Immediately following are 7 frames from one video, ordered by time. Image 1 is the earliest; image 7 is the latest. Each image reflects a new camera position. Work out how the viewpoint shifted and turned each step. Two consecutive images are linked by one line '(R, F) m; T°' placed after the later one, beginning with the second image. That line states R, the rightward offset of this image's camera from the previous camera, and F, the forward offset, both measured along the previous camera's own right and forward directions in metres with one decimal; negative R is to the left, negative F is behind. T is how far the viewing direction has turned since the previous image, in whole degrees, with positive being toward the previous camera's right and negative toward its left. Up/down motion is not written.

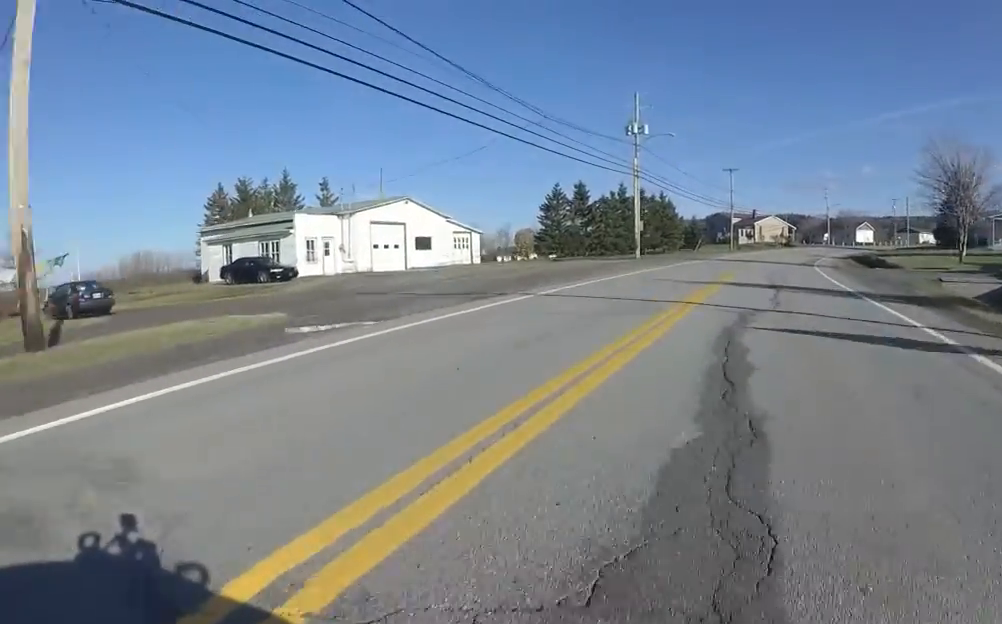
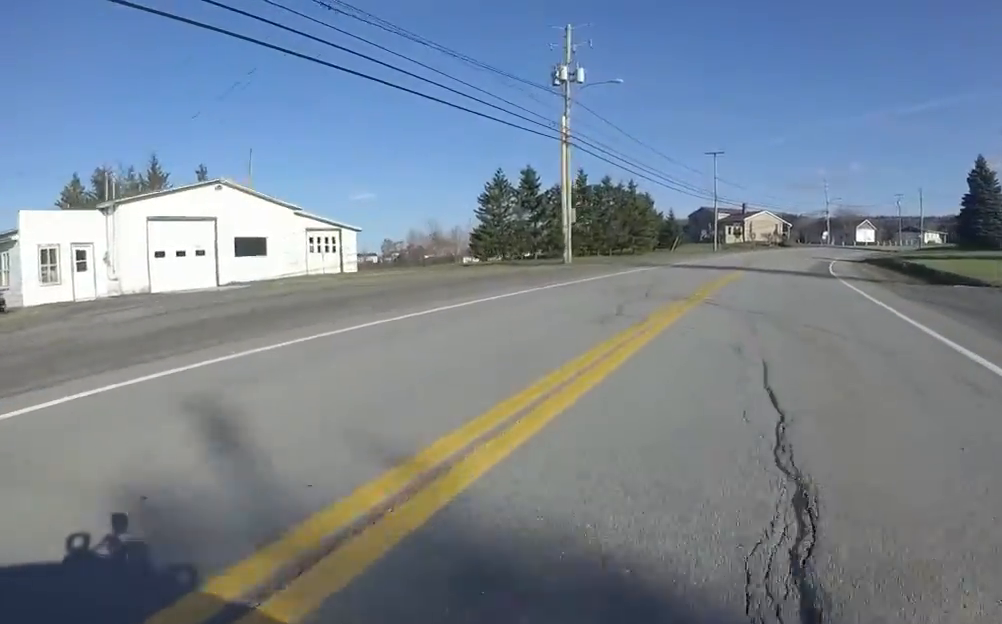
(+0.4, +16.6) m; +1°
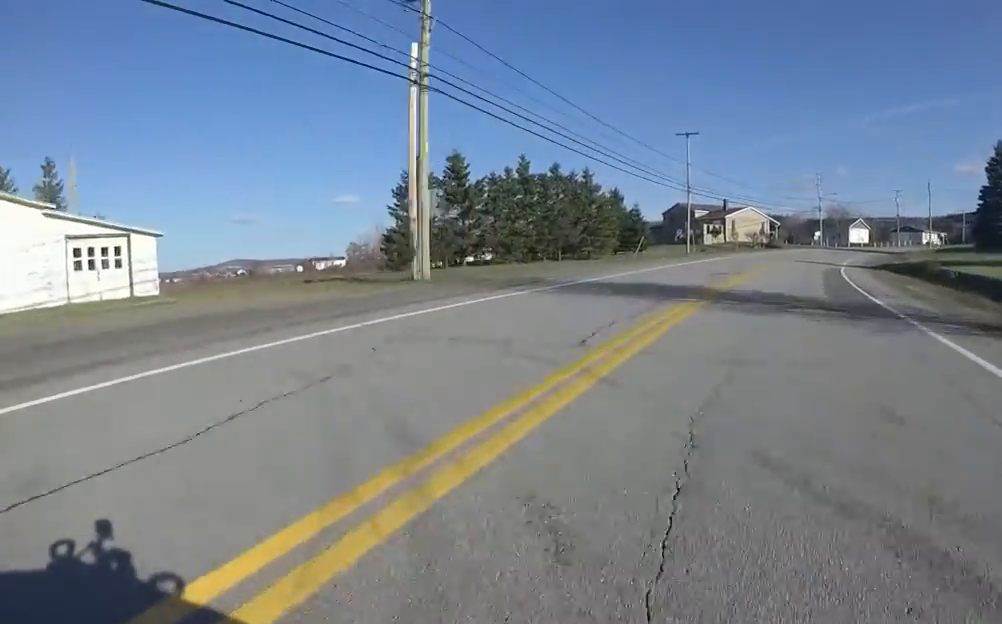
(+0.5, +11.6) m; +8°
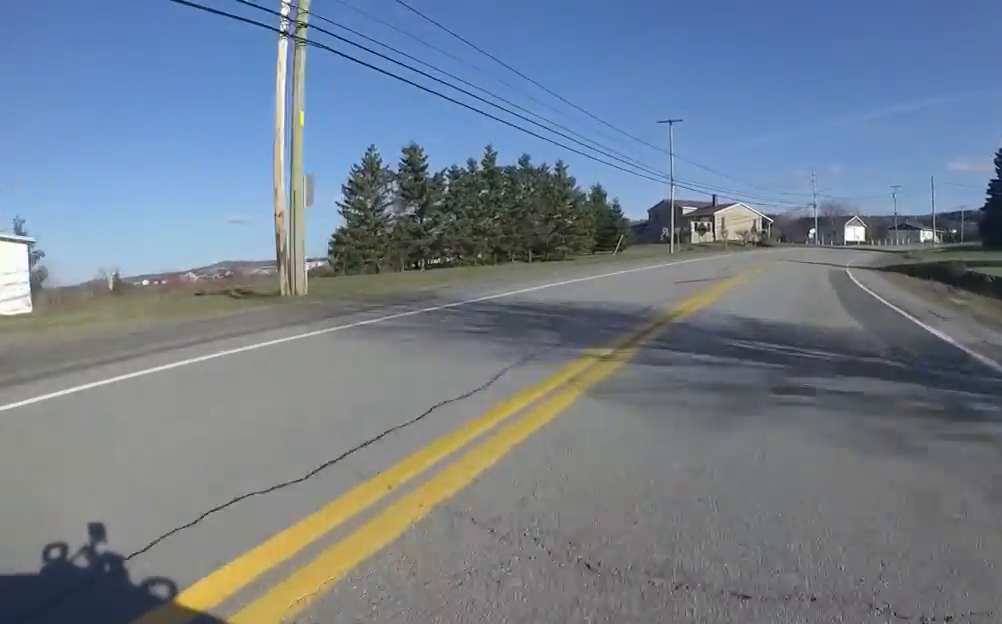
(+0.6, +4.3) m; +3°
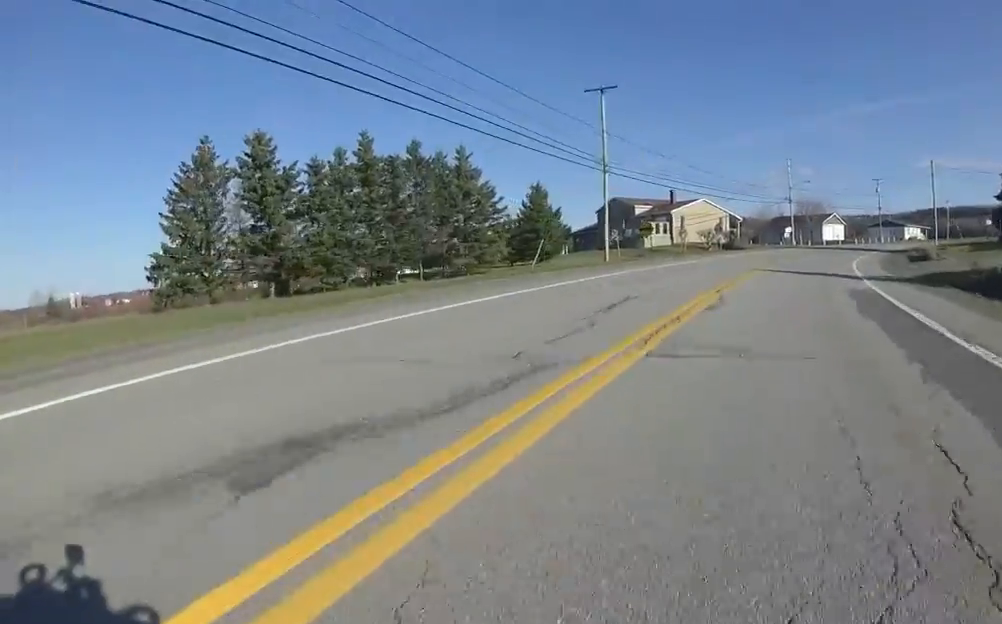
(-1.6, +12.1) m; -10°
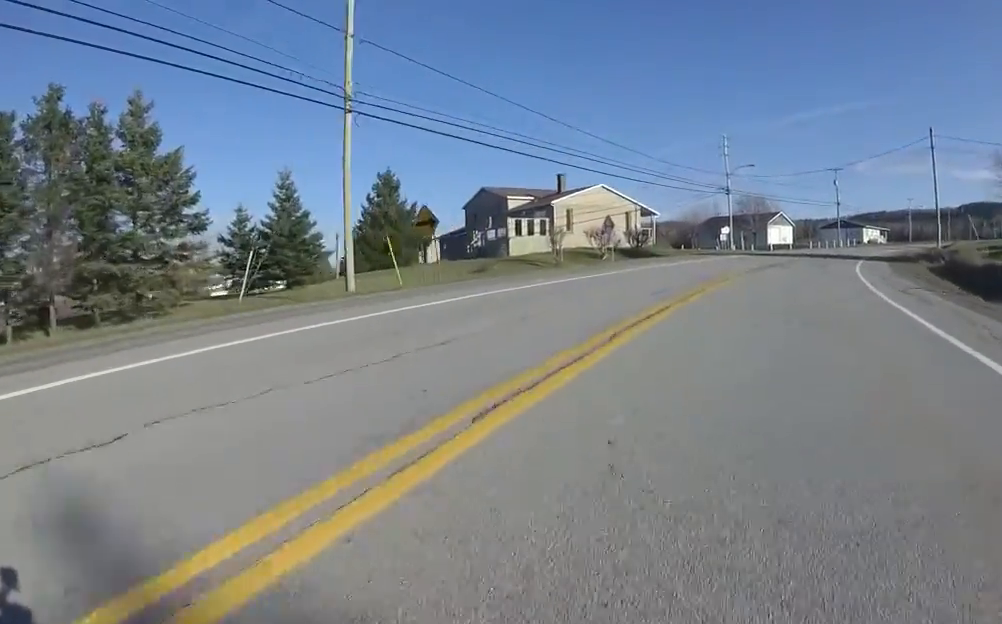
(+2.0, +18.3) m; +20°
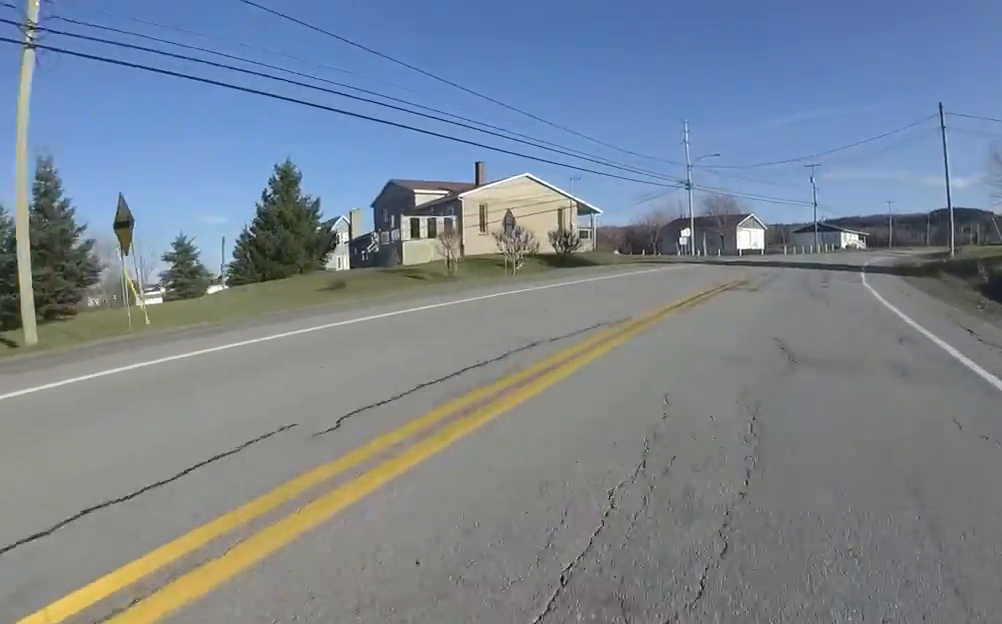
(+1.0, +9.0) m; -2°
